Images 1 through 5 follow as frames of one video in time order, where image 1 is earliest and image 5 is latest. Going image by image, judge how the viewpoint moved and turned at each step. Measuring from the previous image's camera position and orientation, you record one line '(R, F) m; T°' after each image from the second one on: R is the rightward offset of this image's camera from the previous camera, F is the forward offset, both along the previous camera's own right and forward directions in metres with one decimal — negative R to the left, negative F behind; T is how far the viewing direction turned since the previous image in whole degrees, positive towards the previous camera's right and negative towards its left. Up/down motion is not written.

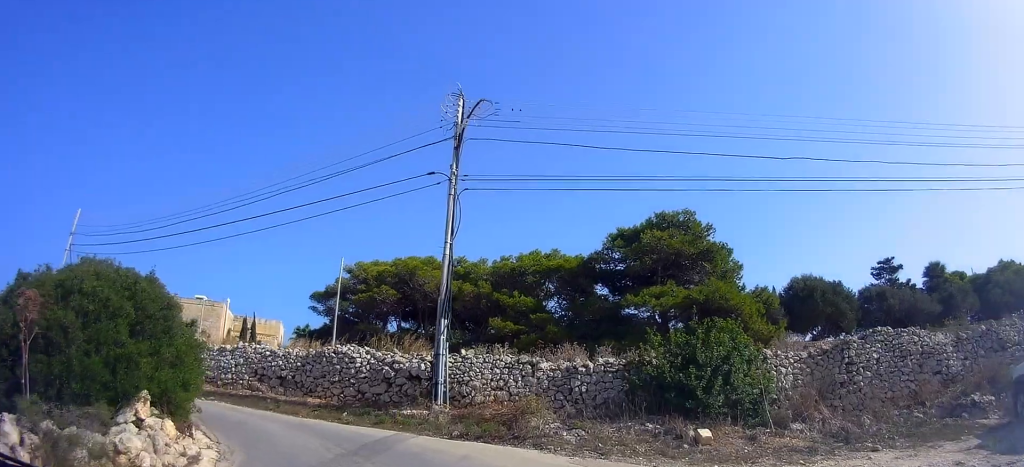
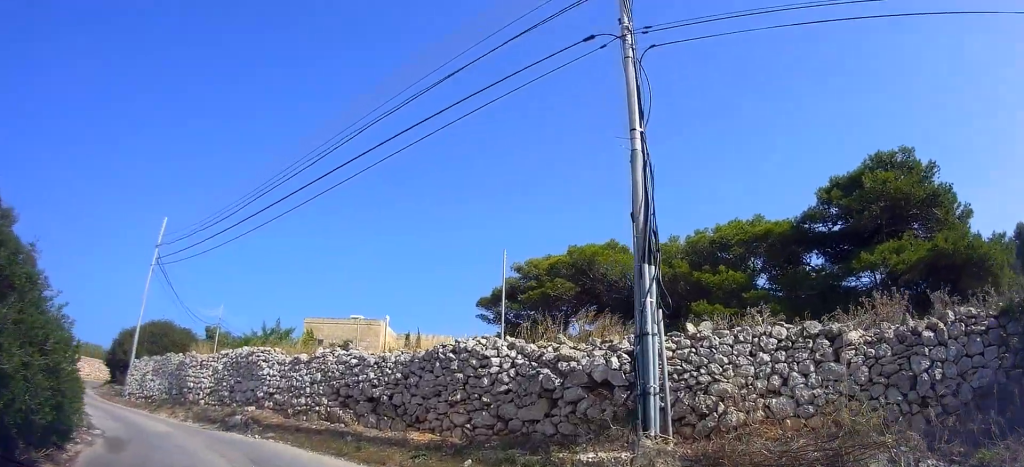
(+0.4, +8.6) m; -10°
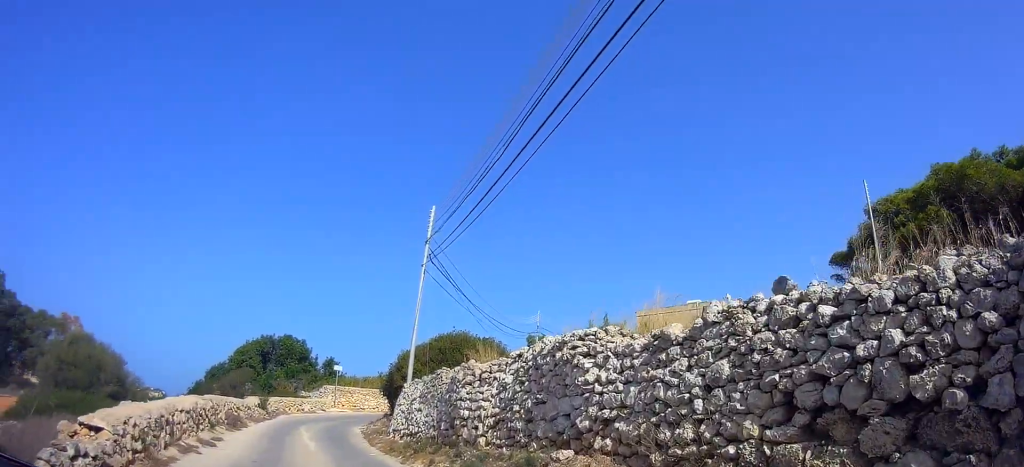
(-2.4, +6.3) m; -31°
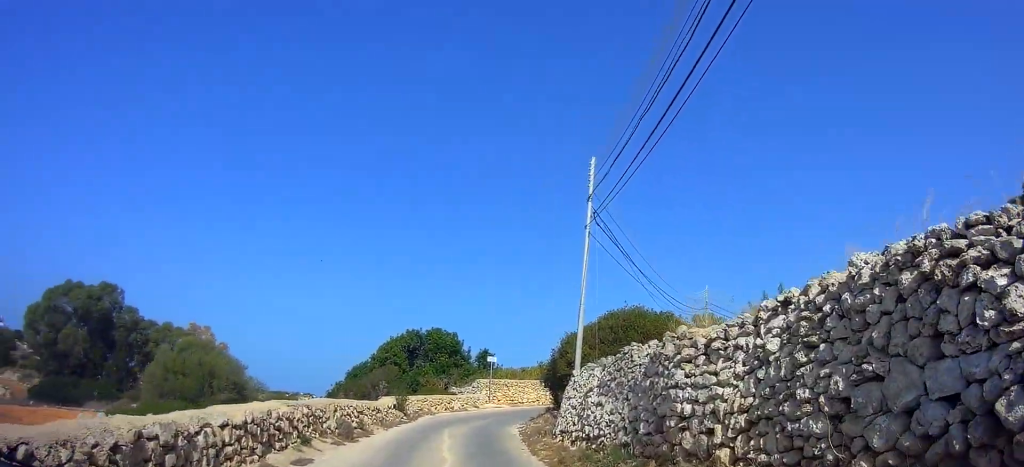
(-0.8, +3.2) m; -15°
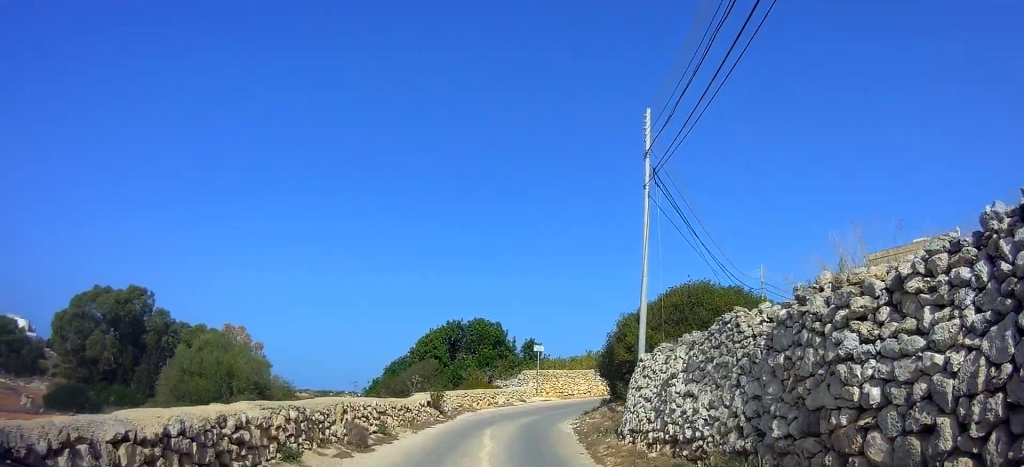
(-0.2, +2.2) m; -4°
